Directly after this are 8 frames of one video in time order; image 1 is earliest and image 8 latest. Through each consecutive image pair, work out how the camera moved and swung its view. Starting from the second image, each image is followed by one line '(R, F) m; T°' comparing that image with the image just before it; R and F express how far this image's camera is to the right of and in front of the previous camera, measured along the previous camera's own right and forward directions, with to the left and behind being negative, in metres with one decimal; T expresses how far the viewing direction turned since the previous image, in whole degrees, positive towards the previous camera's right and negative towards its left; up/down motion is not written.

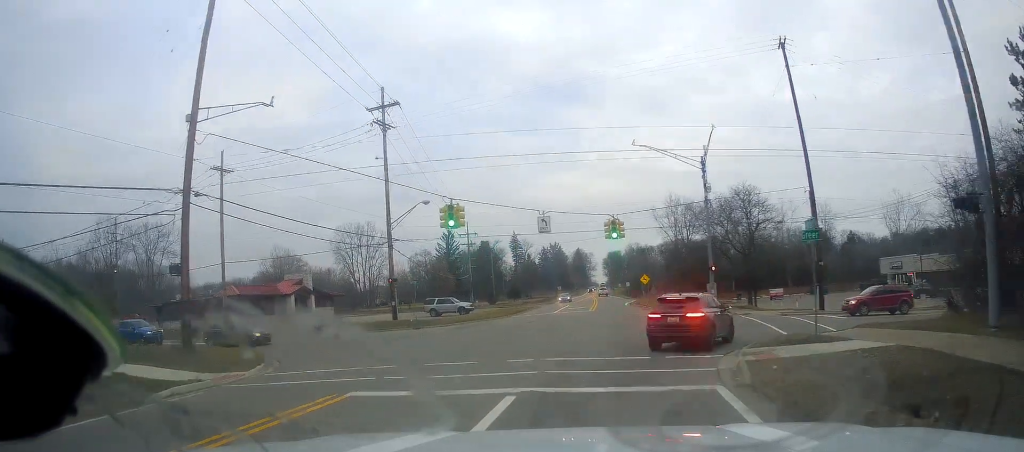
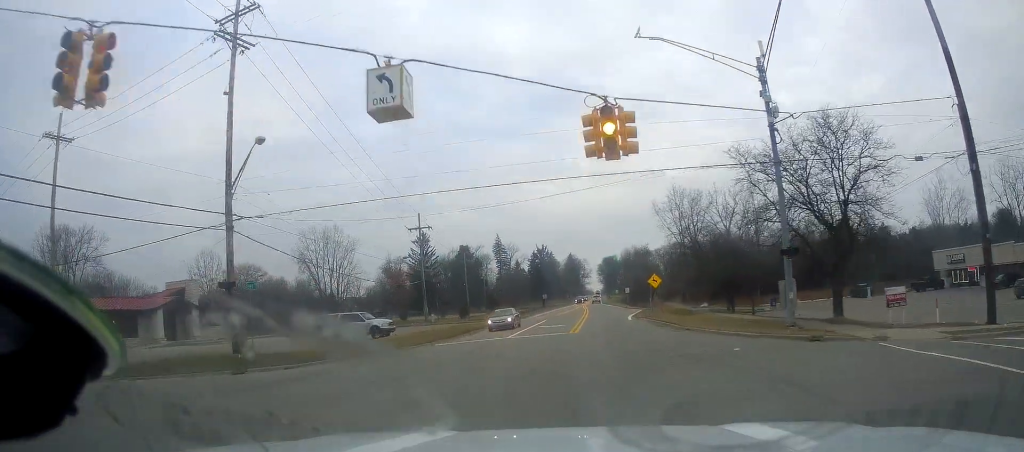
(+0.4, +21.3) m; 0°
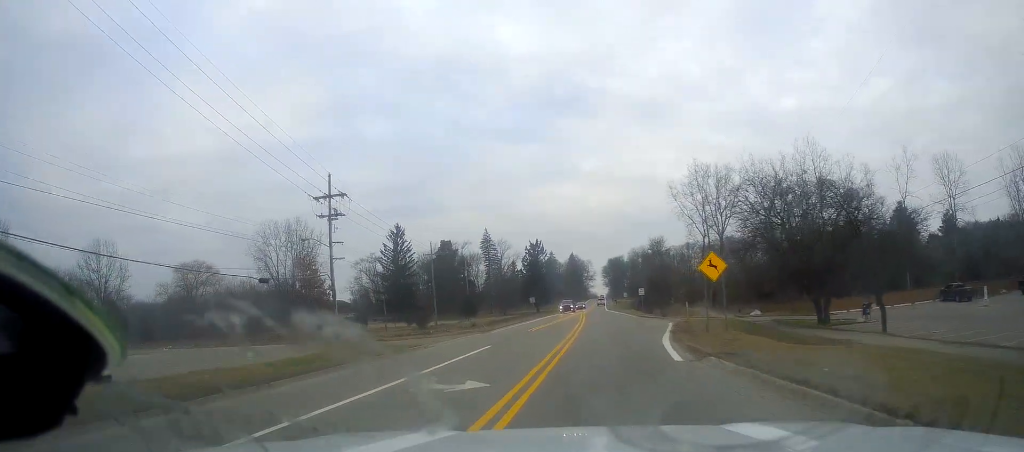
(+0.3, +25.1) m; +3°
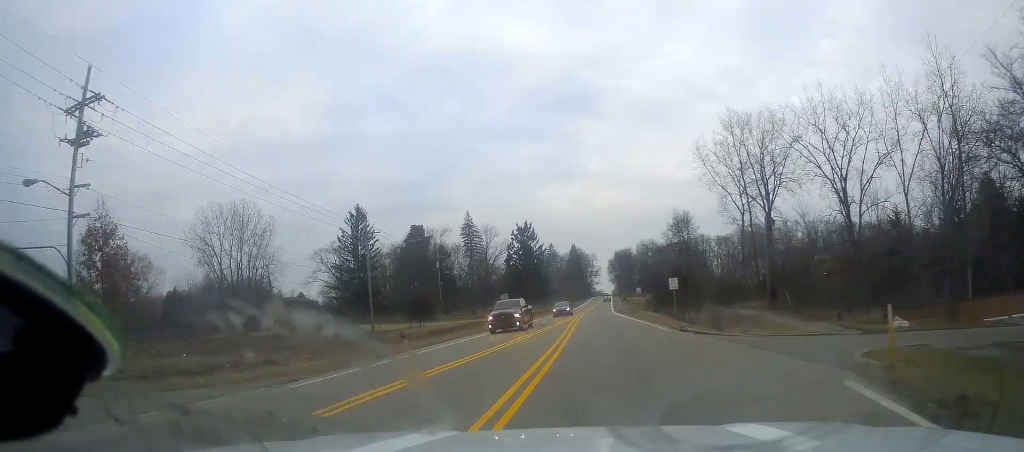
(-0.2, +27.4) m; -2°
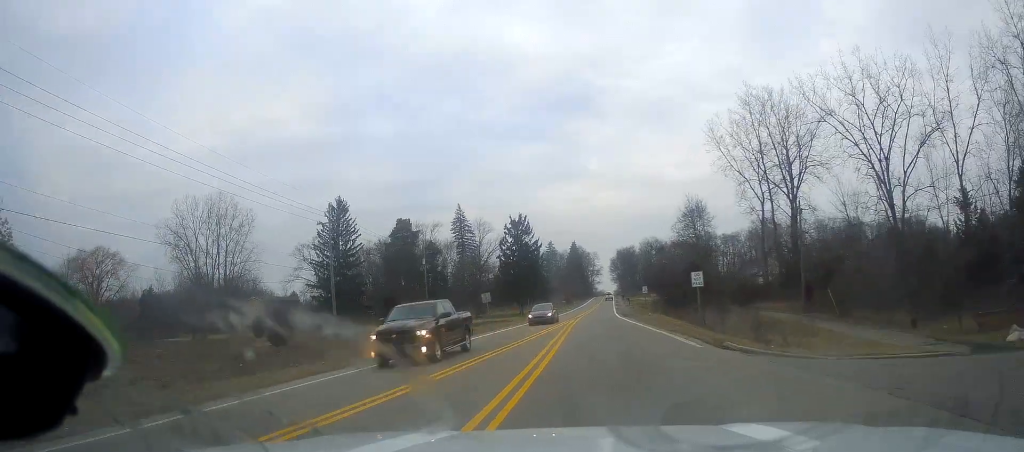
(0.0, +9.7) m; -1°
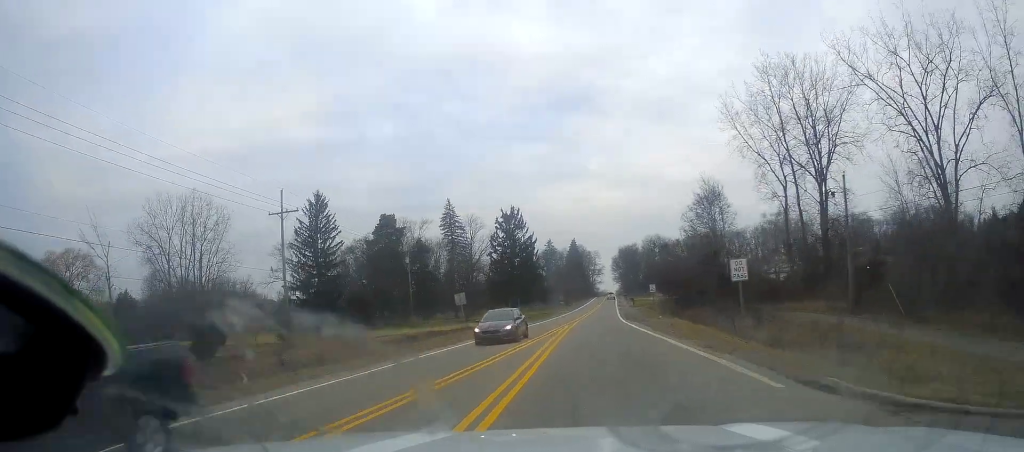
(-0.1, +9.3) m; 0°
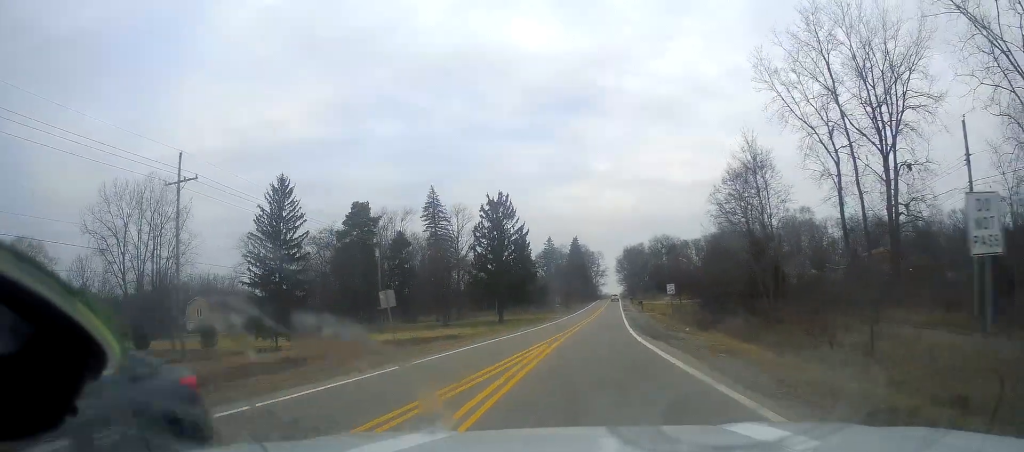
(-0.2, +14.0) m; 0°
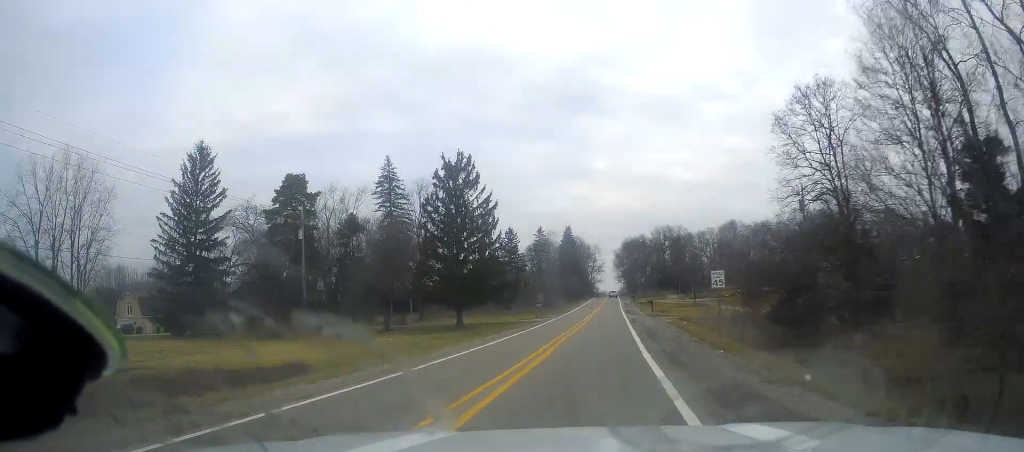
(+0.4, +20.4) m; 0°
